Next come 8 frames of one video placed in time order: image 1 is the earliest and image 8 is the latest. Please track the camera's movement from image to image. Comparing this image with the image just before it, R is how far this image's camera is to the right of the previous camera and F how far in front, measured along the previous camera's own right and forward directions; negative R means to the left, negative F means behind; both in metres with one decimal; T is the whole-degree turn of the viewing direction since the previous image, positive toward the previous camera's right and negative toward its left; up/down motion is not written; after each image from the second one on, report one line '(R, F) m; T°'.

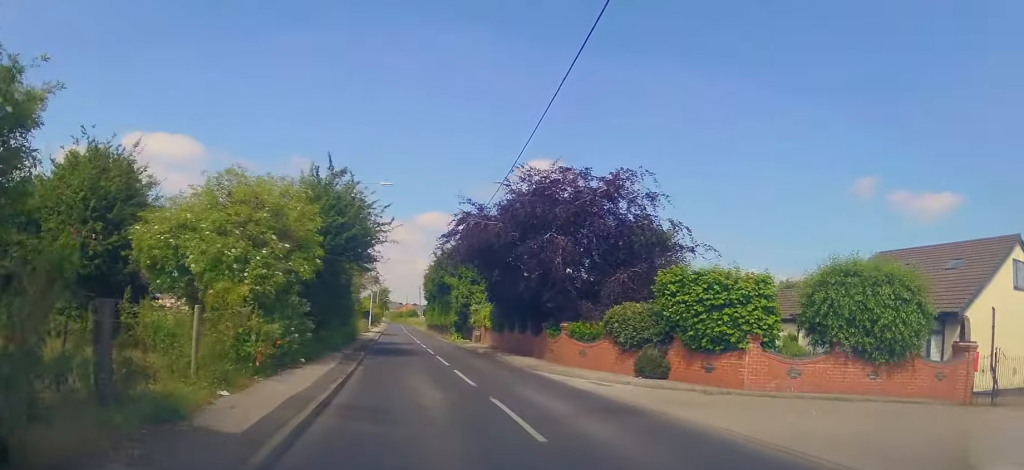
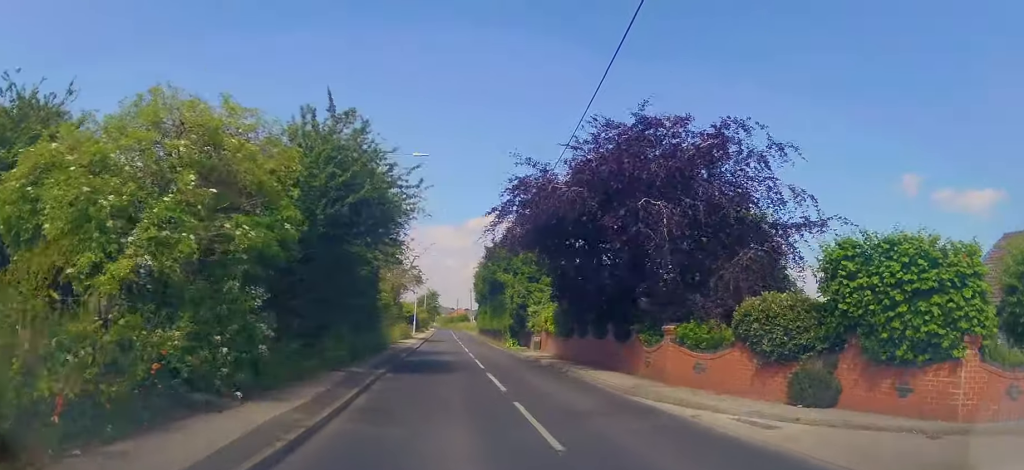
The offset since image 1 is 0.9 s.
(0.0, +6.4) m; 0°
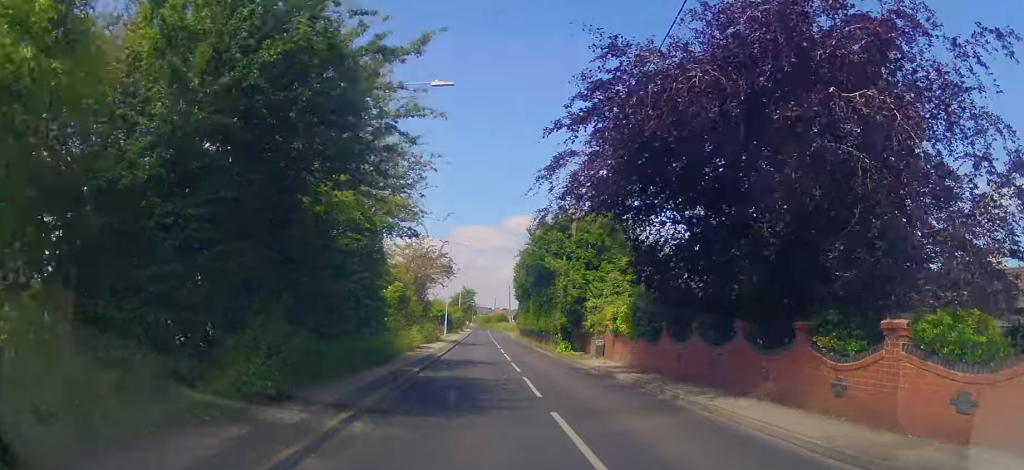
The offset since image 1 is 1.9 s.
(0.0, +7.4) m; -4°
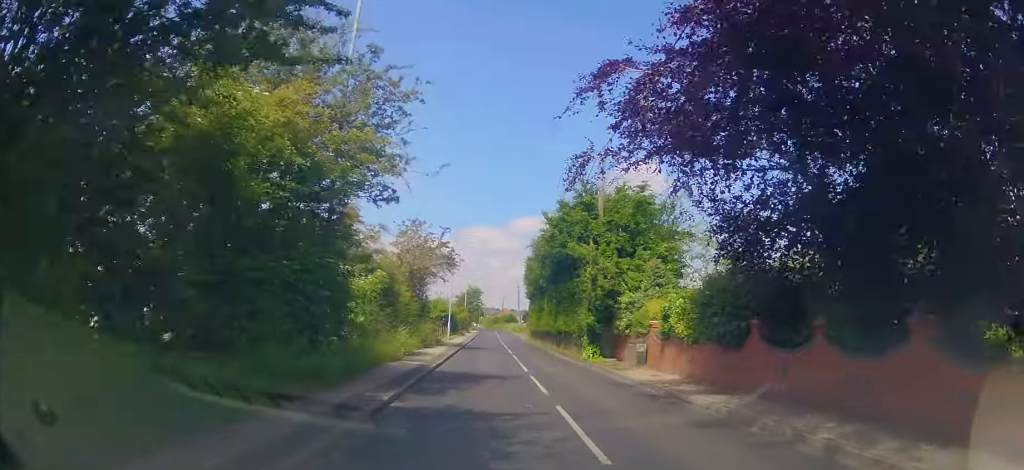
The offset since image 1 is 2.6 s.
(-0.3, +5.3) m; -3°
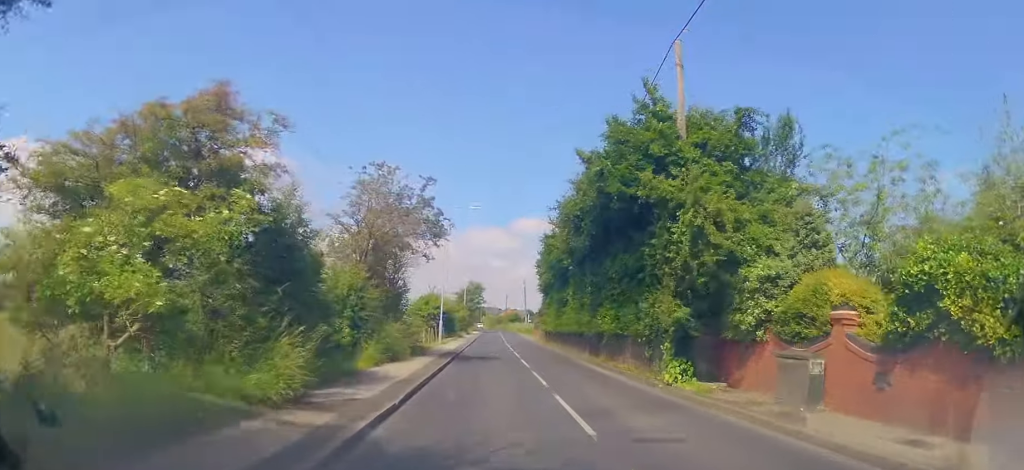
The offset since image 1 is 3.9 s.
(-0.3, +10.2) m; +2°
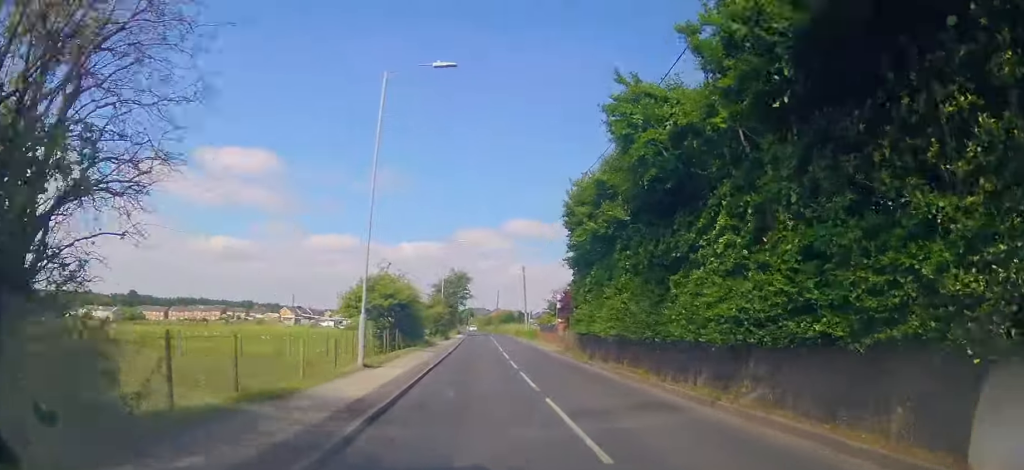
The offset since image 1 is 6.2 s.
(-0.1, +19.4) m; -3°
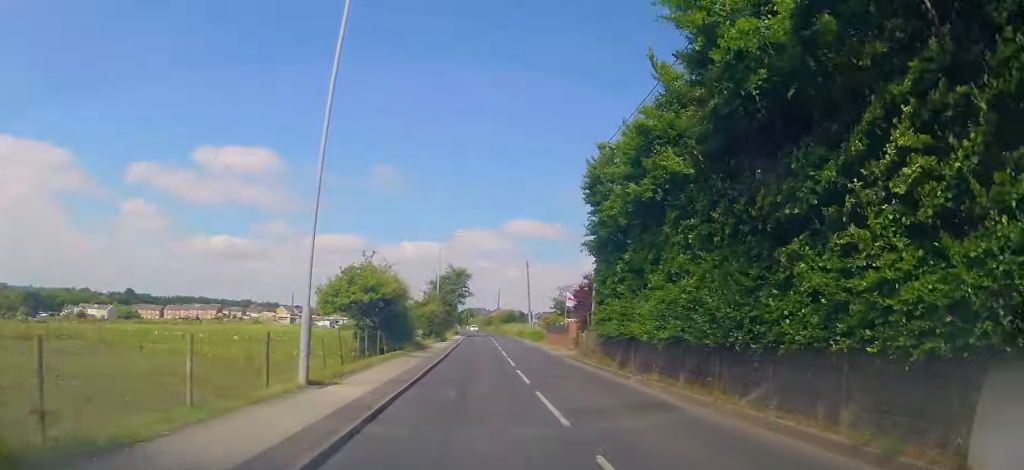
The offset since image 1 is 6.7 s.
(-0.1, +4.8) m; +2°
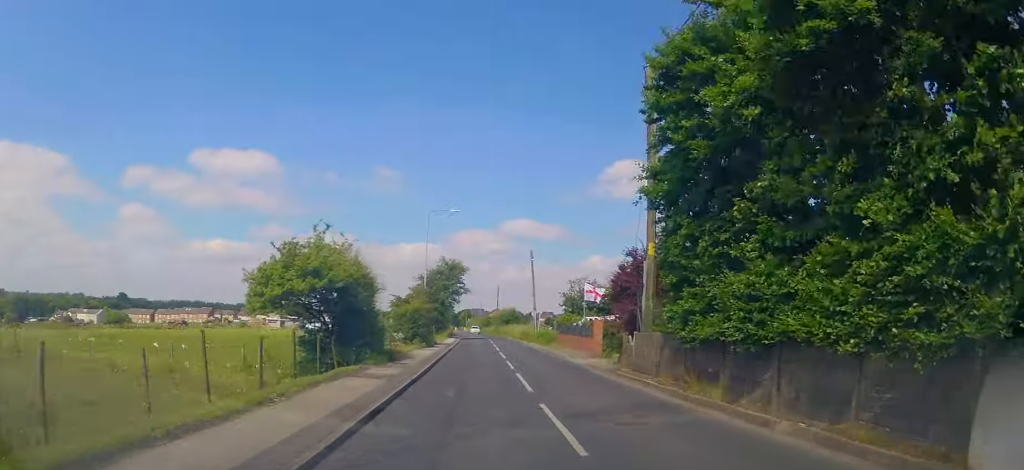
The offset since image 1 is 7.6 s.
(+0.3, +7.8) m; +1°
